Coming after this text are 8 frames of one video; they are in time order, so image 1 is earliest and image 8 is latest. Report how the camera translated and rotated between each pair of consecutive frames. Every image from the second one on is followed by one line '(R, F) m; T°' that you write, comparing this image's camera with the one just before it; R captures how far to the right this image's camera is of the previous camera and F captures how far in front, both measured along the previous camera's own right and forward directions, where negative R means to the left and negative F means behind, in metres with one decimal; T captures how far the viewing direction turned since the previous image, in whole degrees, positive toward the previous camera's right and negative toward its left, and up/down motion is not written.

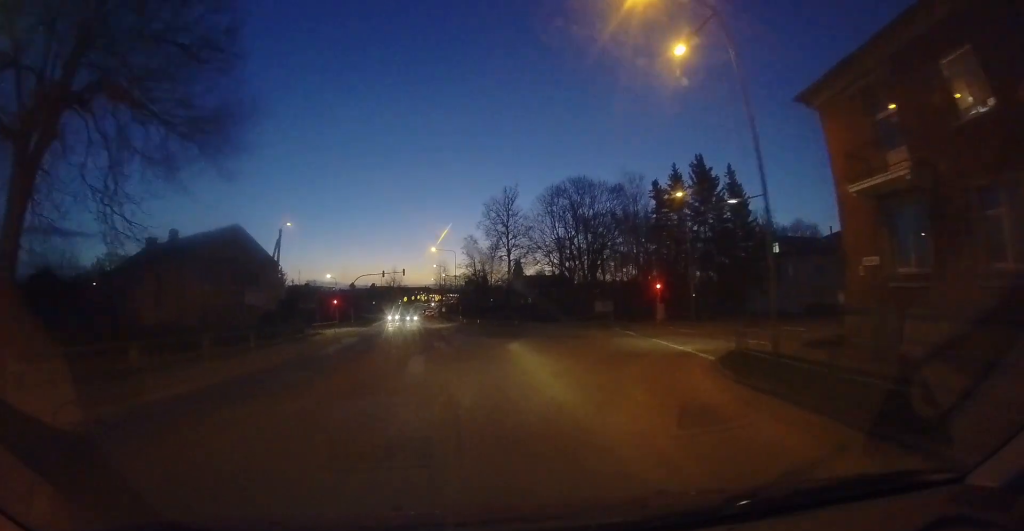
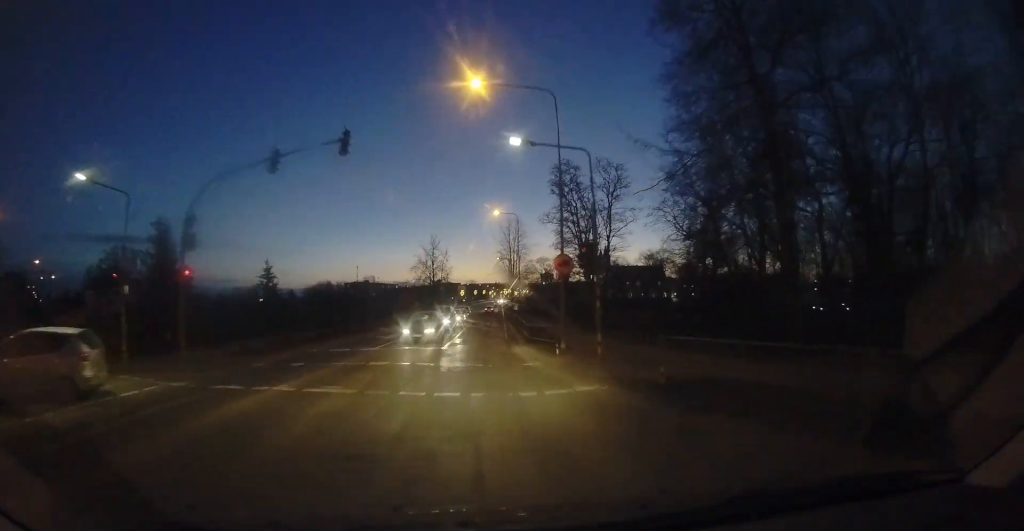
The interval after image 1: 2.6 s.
(-2.7, +32.3) m; -12°
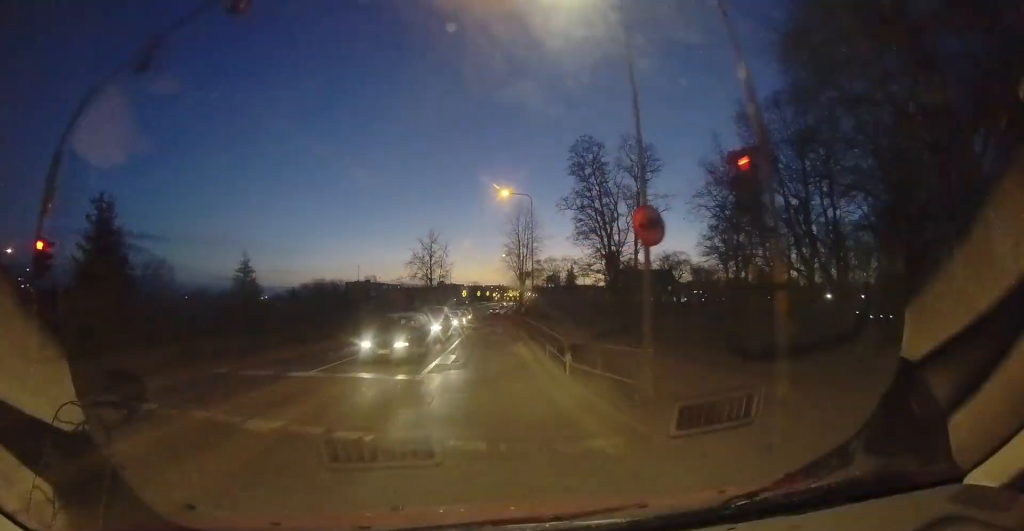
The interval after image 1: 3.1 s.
(+0.4, +5.6) m; -4°
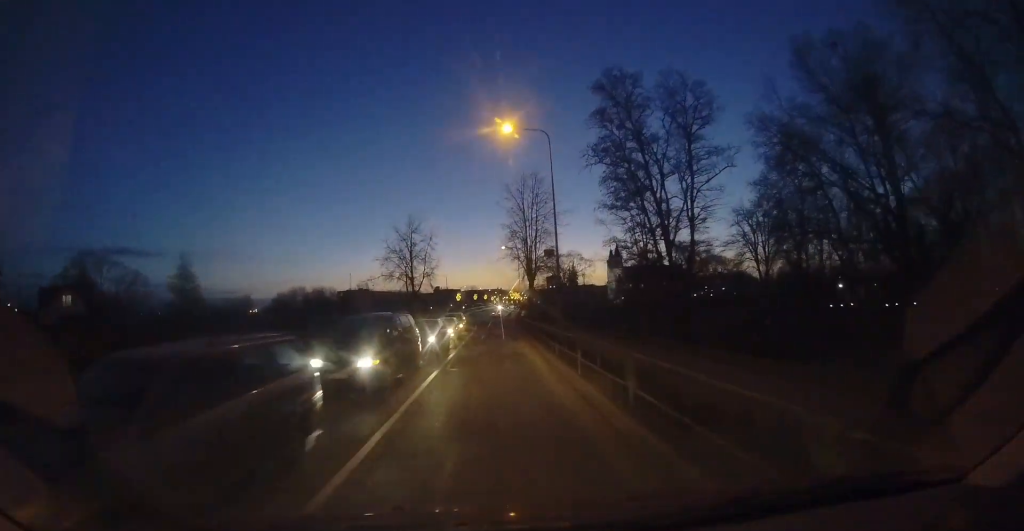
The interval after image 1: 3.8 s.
(-1.1, +8.4) m; -2°
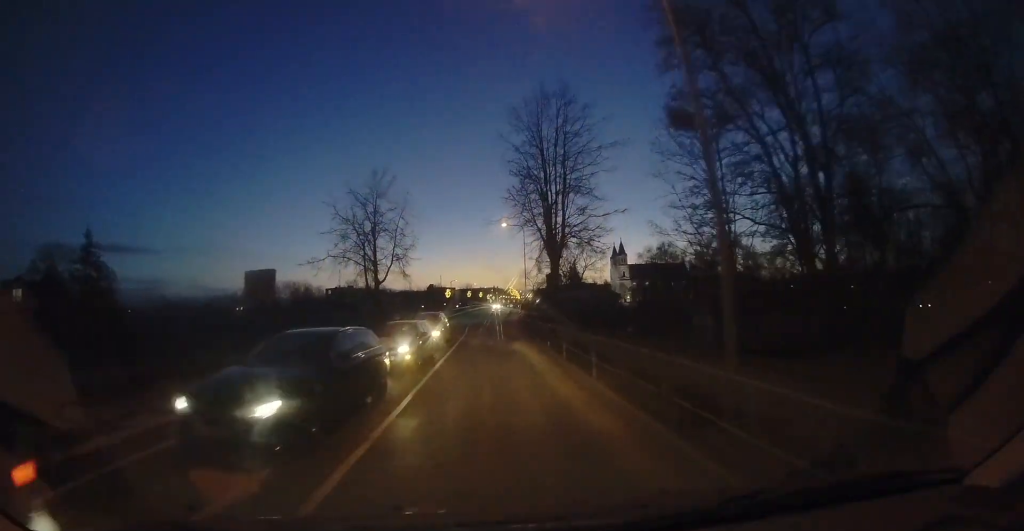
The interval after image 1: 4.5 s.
(-0.1, +9.5) m; -1°
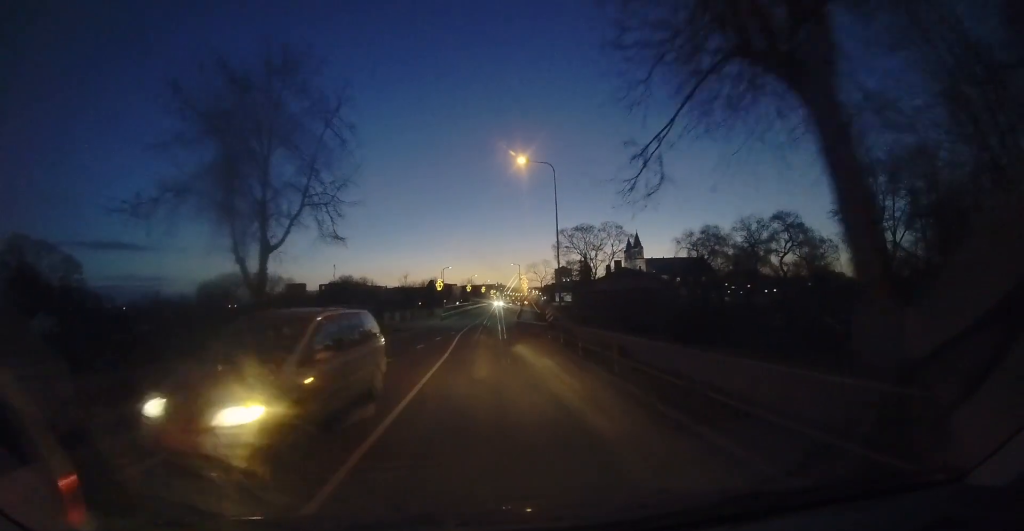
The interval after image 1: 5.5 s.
(+0.1, +12.0) m; 0°
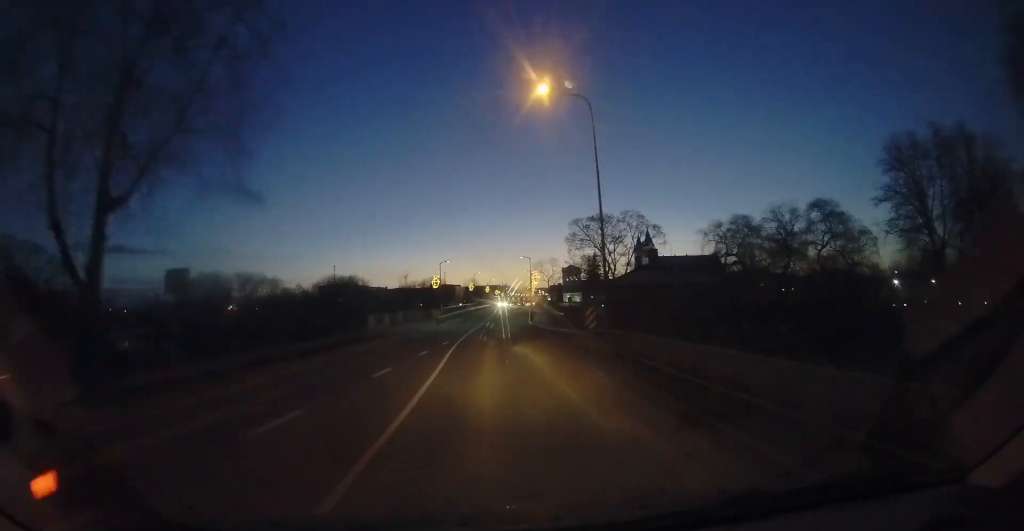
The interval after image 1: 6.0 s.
(-0.5, +5.8) m; 0°
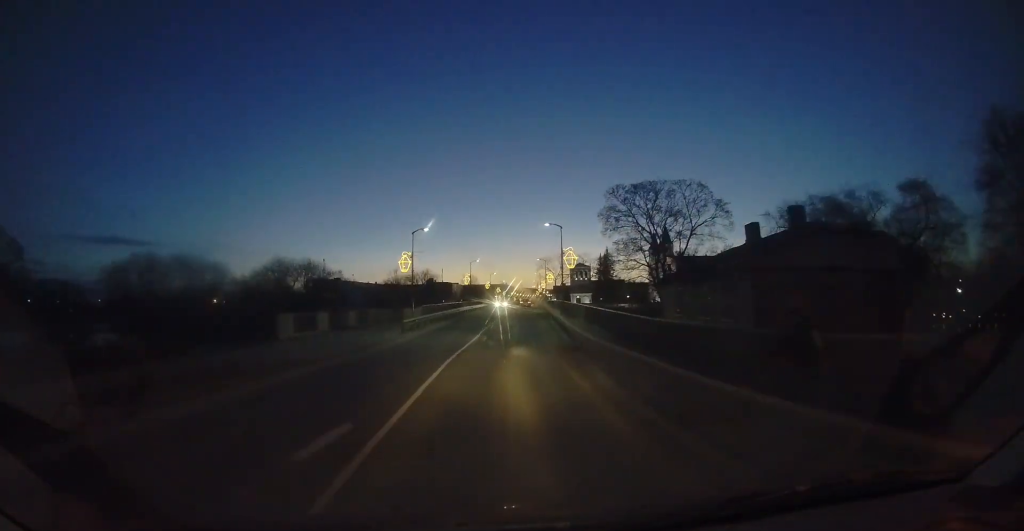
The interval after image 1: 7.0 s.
(+1.0, +12.7) m; +7°
